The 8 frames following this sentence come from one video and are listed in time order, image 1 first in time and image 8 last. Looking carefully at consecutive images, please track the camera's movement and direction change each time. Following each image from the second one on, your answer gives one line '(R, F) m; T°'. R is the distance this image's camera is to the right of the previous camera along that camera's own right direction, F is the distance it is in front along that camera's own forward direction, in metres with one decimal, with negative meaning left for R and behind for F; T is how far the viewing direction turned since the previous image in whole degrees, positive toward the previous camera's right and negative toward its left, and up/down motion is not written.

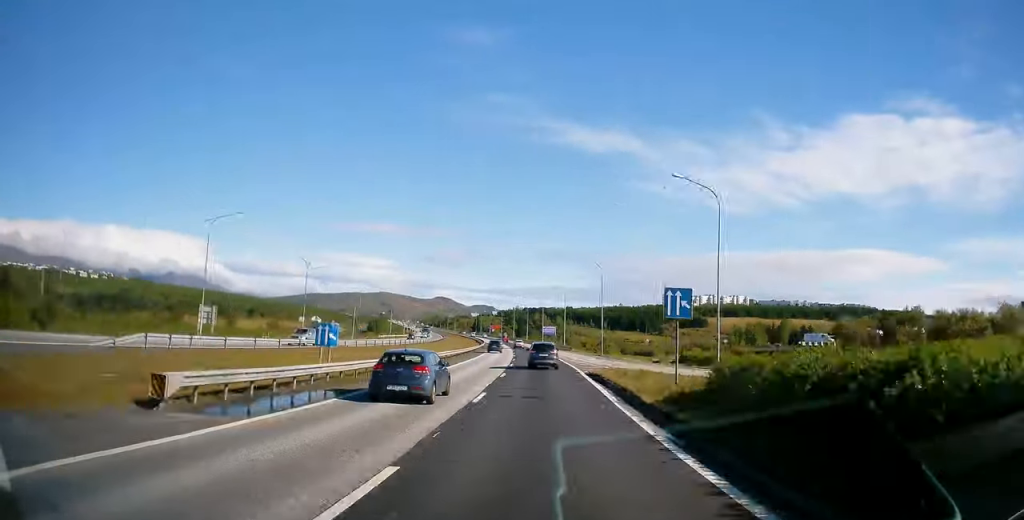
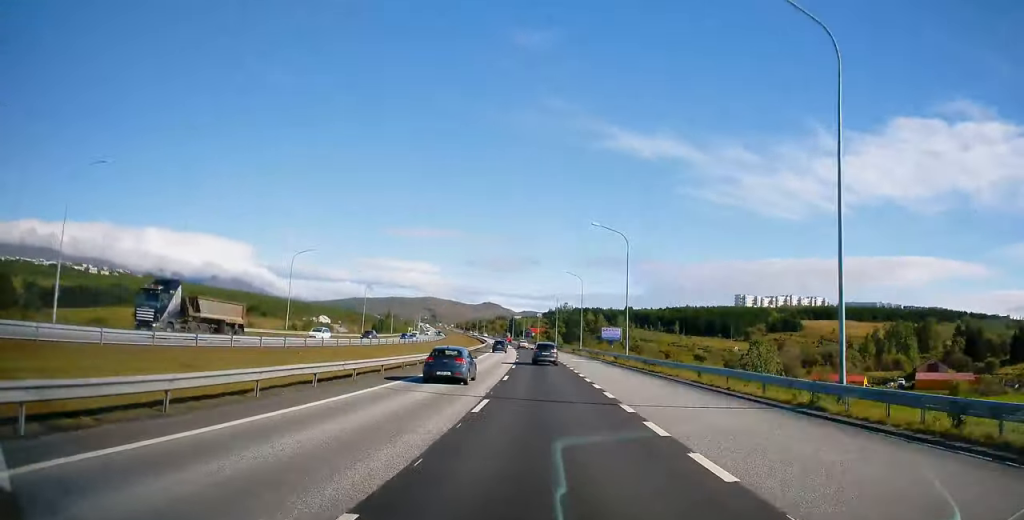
(-3.1, +95.1) m; -4°
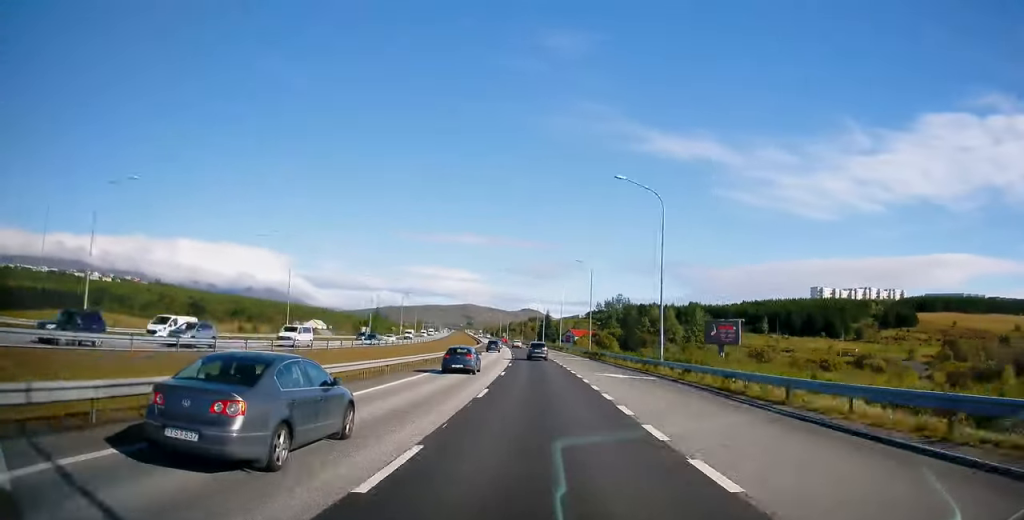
(-3.9, +90.2) m; -5°
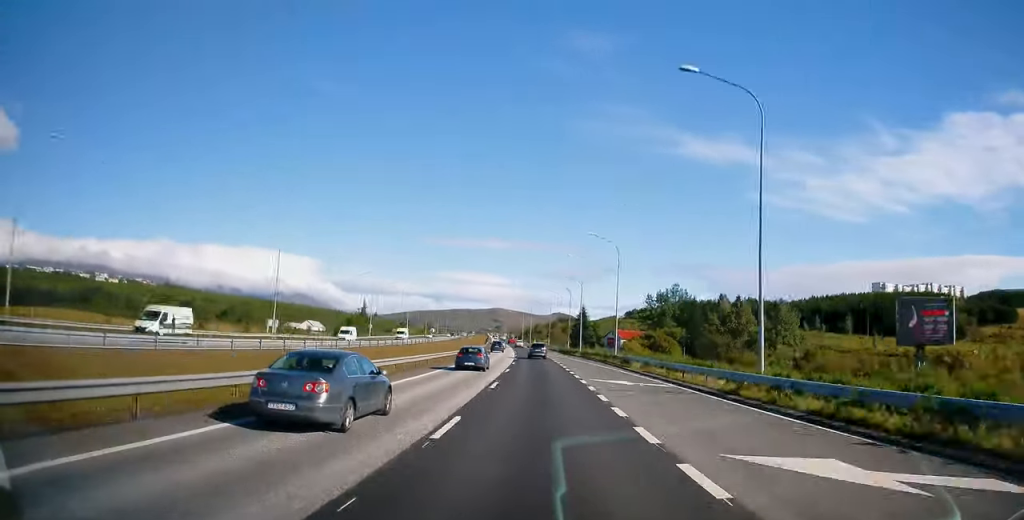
(-2.1, +54.2) m; -2°
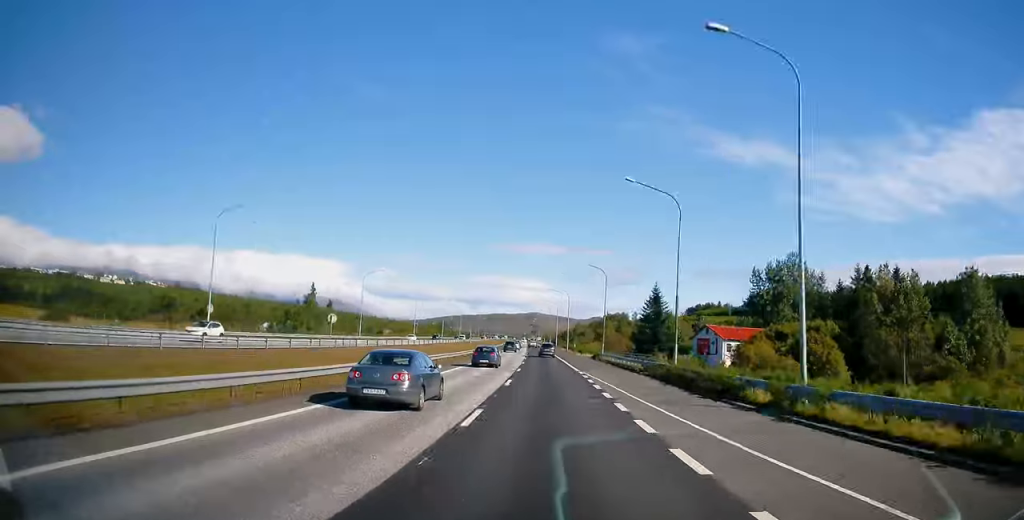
(-1.8, +67.9) m; -2°
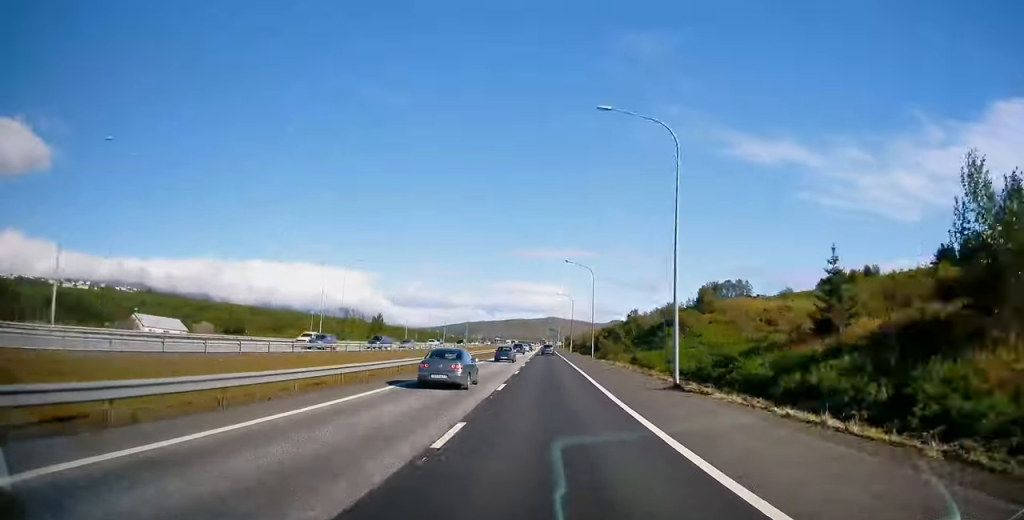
(-2.7, +120.6) m; -1°
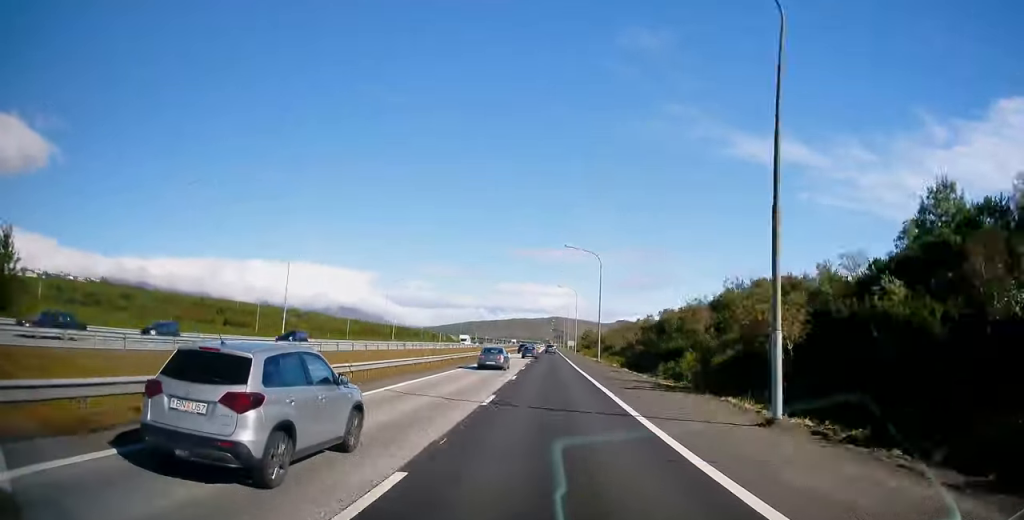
(+0.1, +114.1) m; 0°
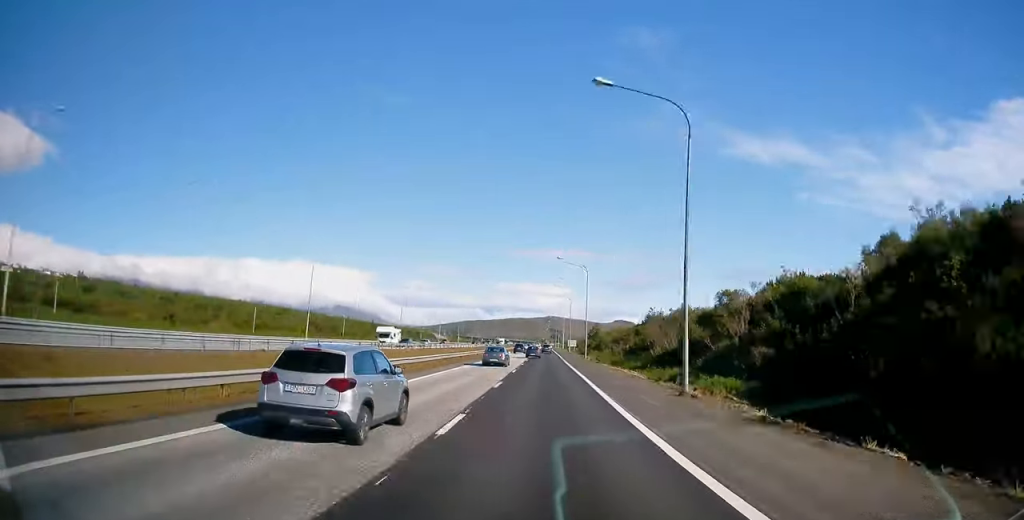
(+0.1, +41.0) m; 0°
